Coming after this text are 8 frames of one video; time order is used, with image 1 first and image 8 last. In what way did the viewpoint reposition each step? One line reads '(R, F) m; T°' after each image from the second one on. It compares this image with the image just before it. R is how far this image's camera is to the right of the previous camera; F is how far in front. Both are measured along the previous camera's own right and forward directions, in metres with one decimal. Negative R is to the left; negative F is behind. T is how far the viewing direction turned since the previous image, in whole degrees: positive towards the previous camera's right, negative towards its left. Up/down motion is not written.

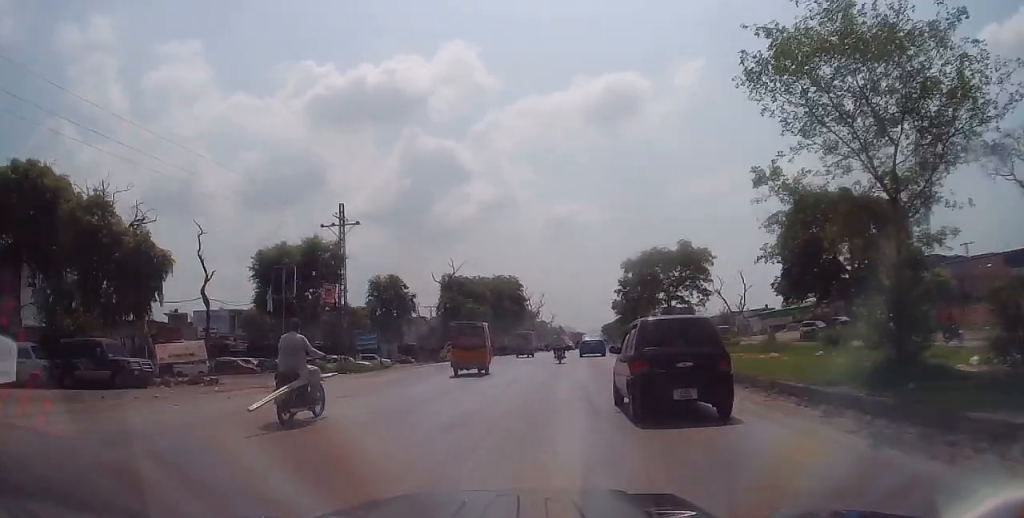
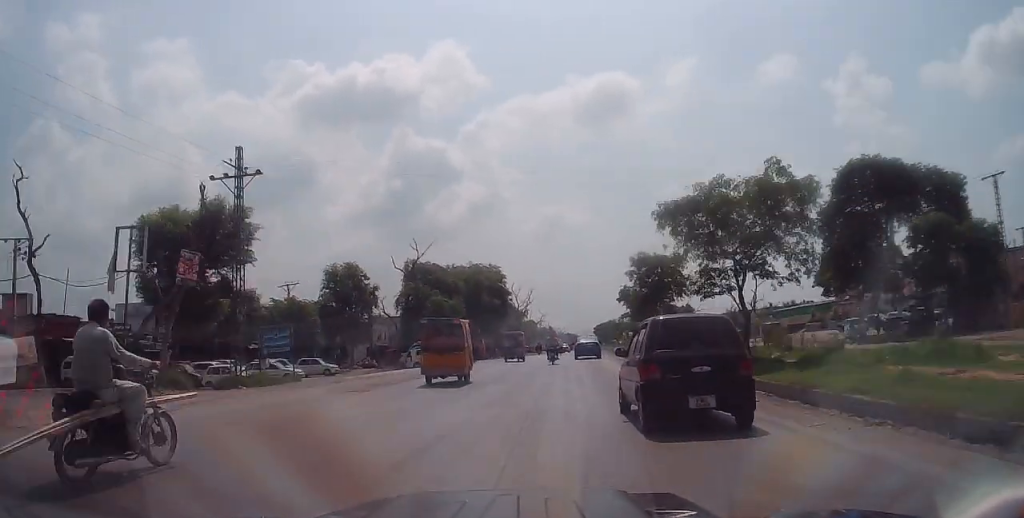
(+0.1, +12.2) m; +2°
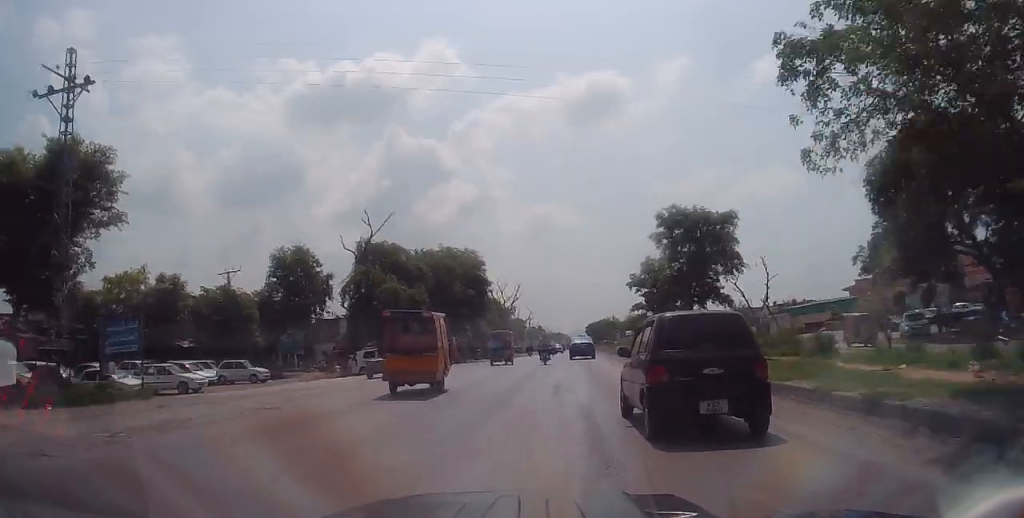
(+0.2, +10.7) m; +1°
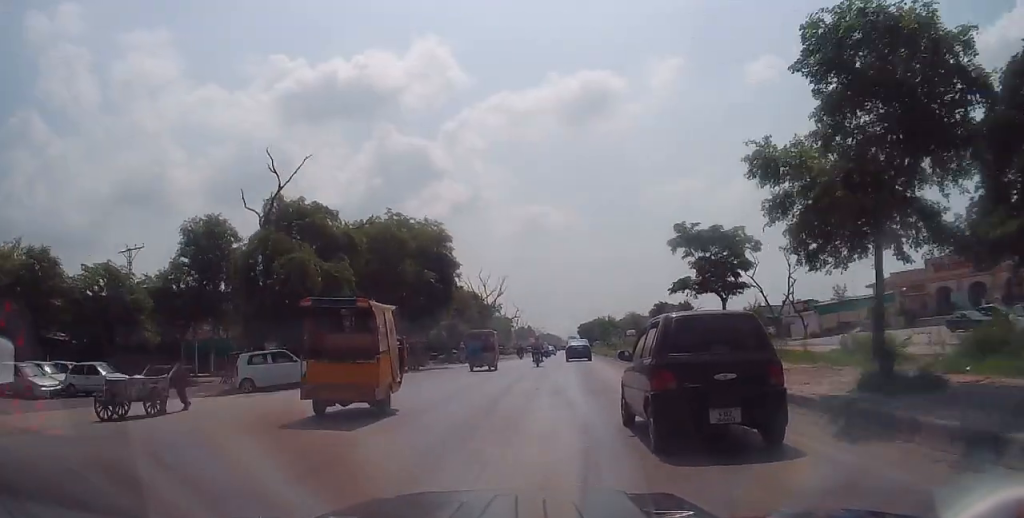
(+0.3, +12.9) m; 0°
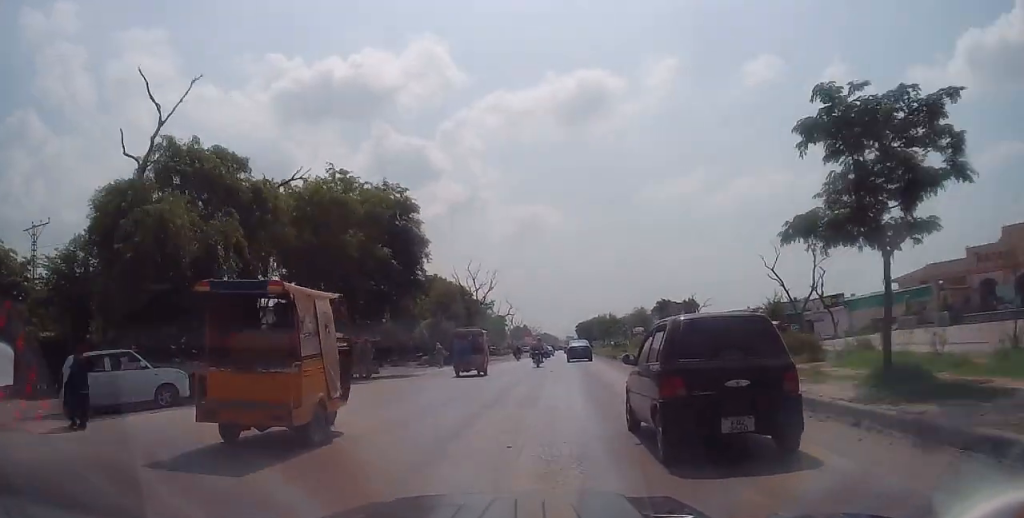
(-0.6, +9.4) m; +1°
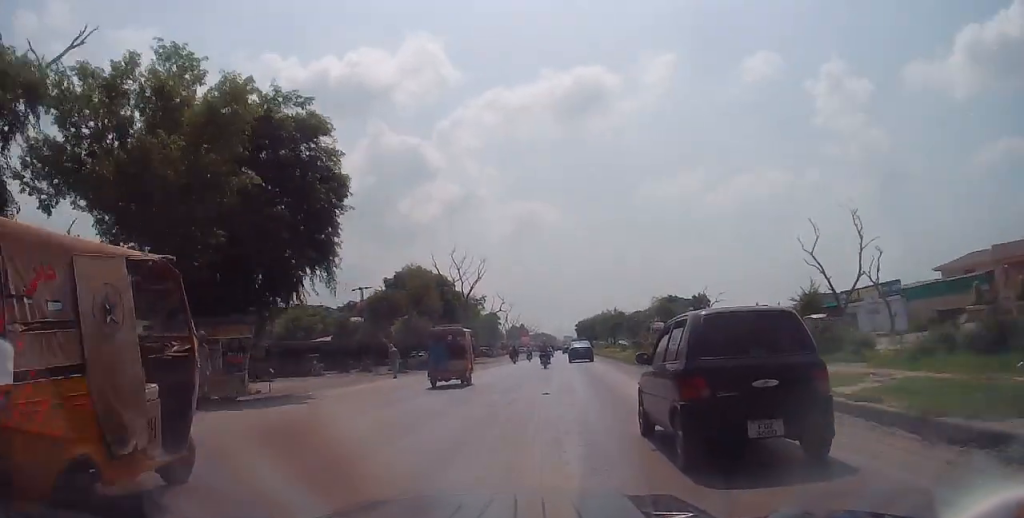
(+0.8, +12.4) m; +1°
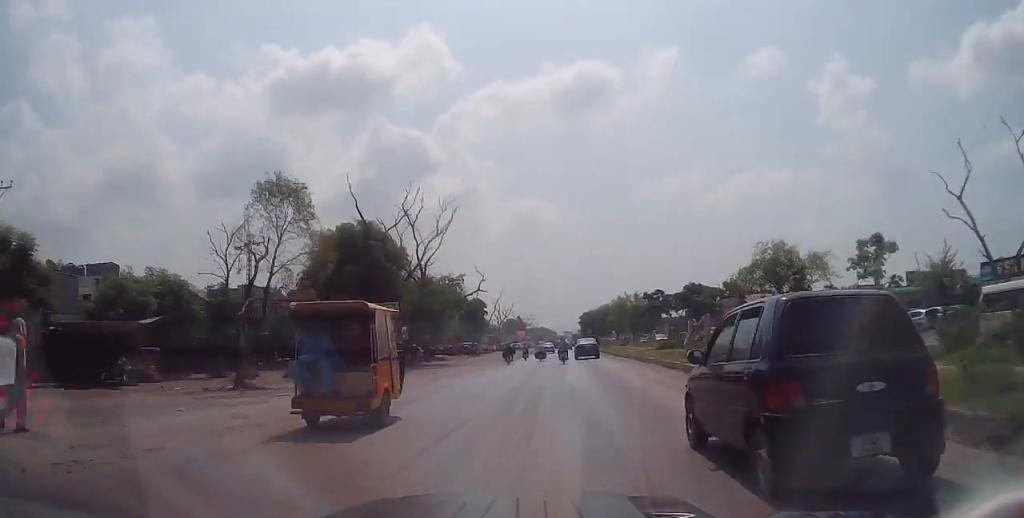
(-0.9, +25.3) m; -1°
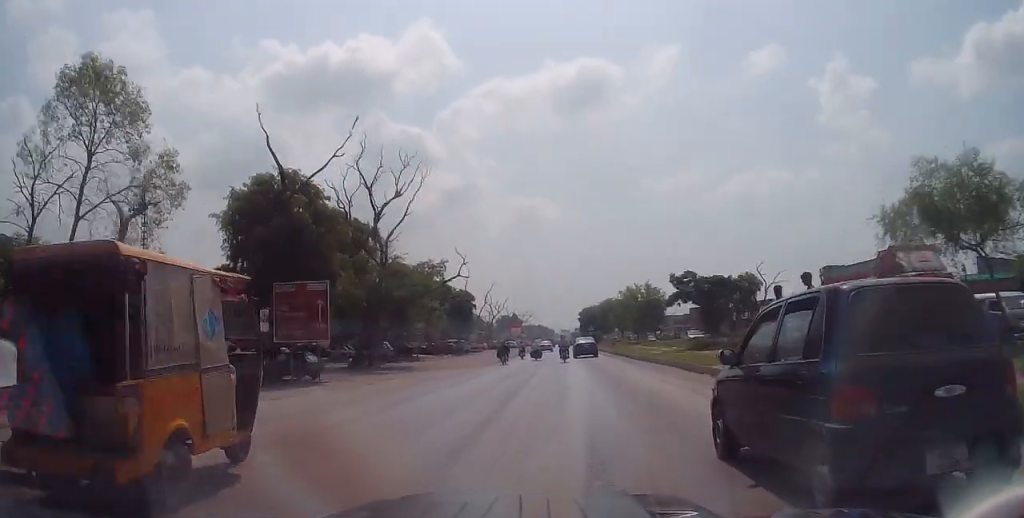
(+0.2, +11.3) m; +1°
